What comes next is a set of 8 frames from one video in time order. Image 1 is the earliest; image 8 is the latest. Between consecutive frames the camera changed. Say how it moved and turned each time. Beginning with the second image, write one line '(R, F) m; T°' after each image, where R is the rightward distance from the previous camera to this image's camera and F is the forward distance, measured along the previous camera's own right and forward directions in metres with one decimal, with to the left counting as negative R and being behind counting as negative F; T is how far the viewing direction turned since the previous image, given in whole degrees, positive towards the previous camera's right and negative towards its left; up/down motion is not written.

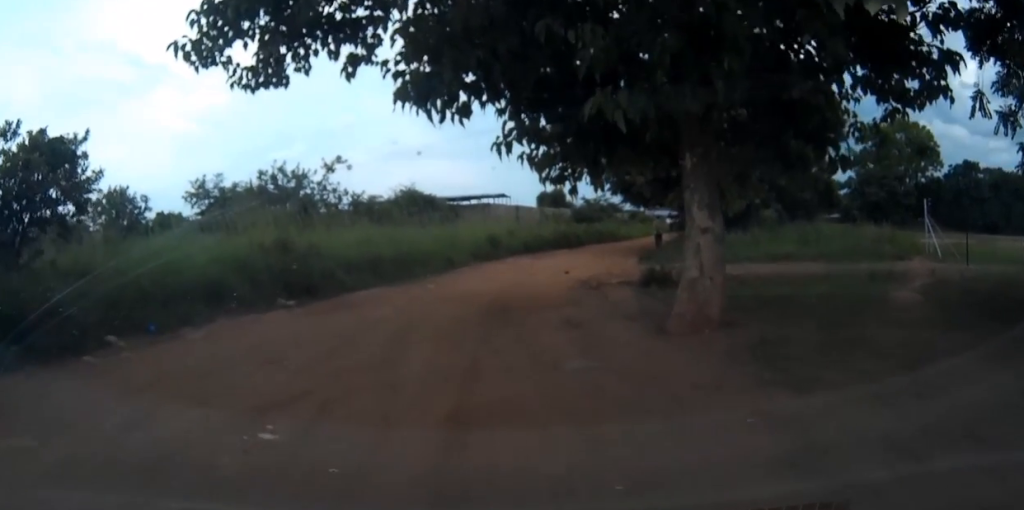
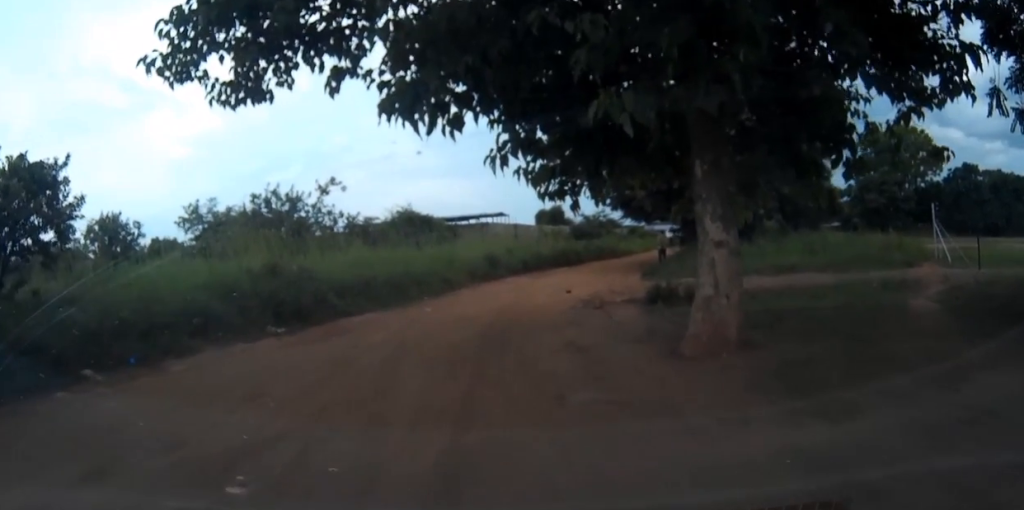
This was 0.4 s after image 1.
(0.0, +0.8) m; 0°
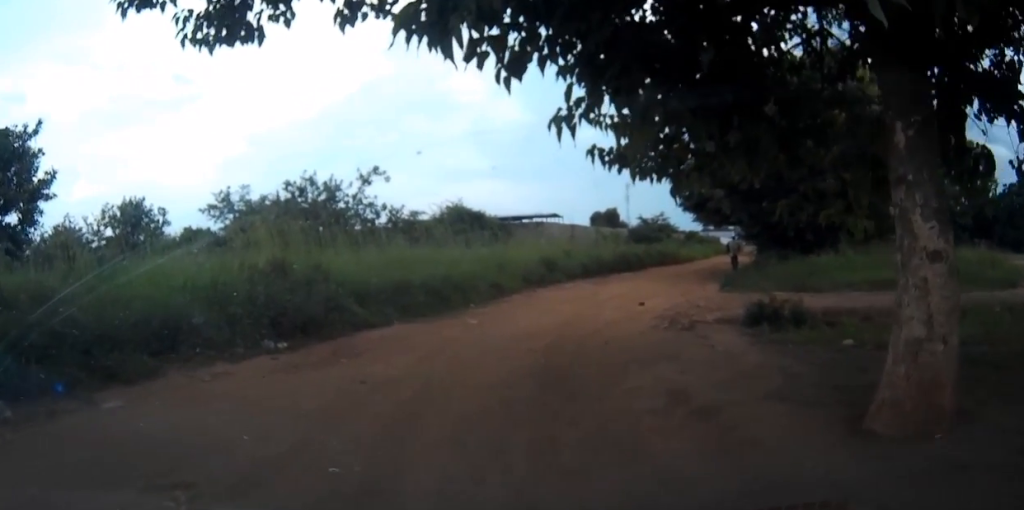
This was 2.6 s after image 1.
(-0.1, +3.5) m; -3°
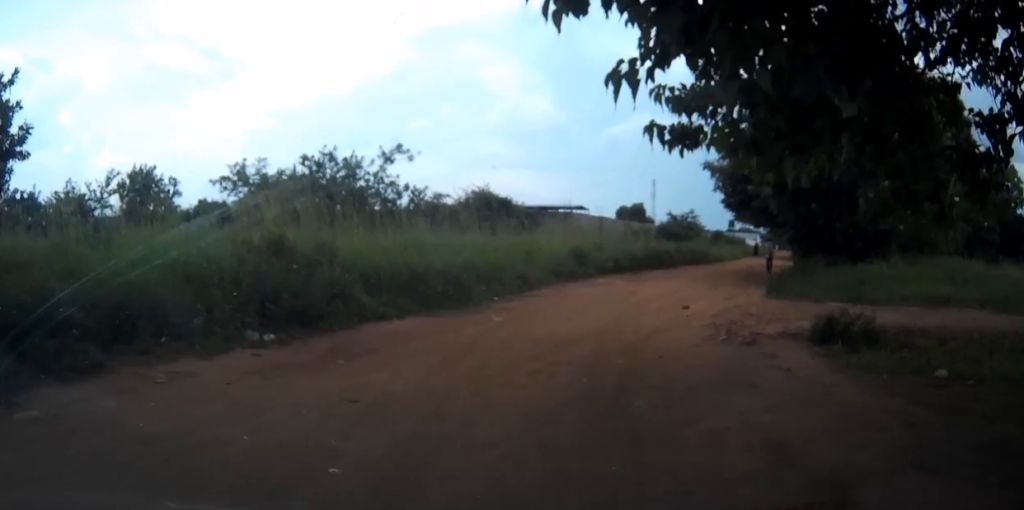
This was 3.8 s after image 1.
(0.0, +1.8) m; +3°
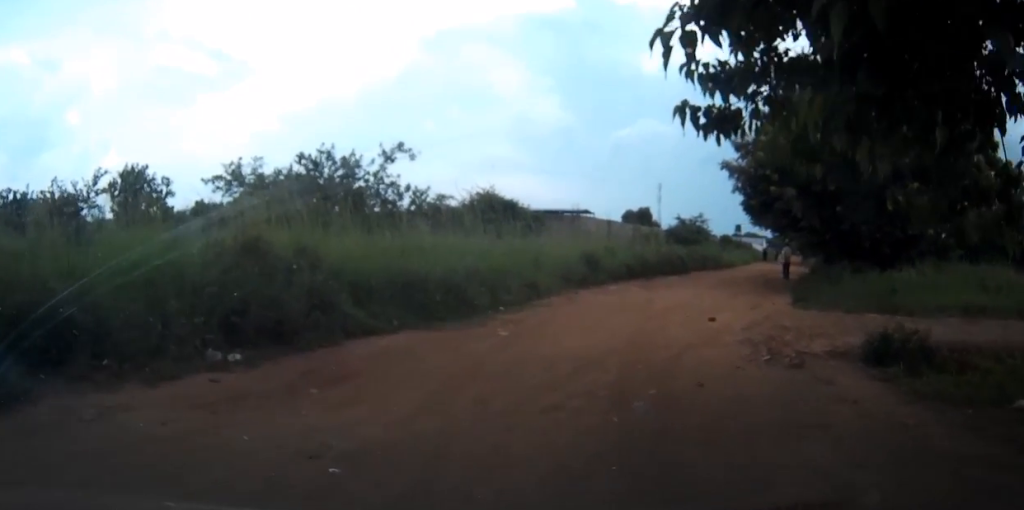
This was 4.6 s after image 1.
(0.0, +1.3) m; -1°
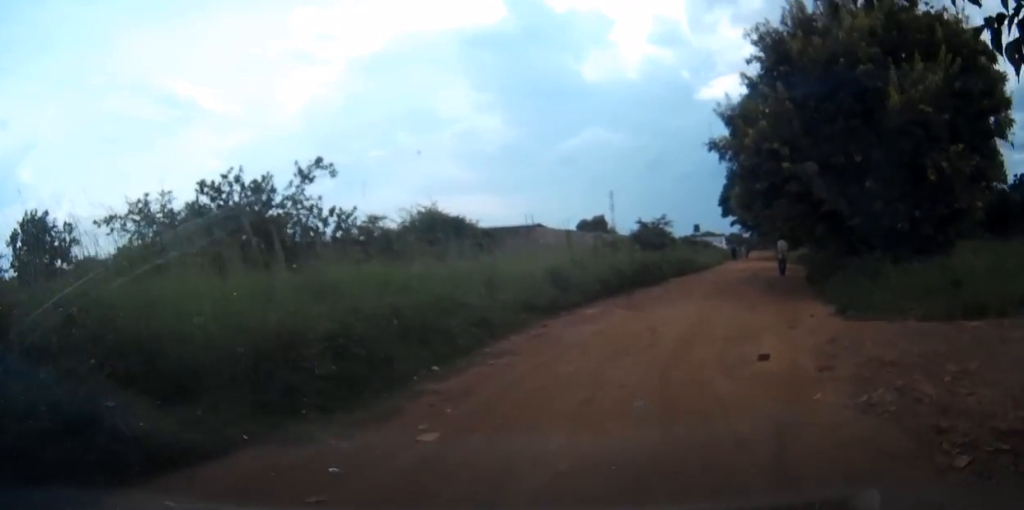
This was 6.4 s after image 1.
(-0.2, +4.7) m; -1°
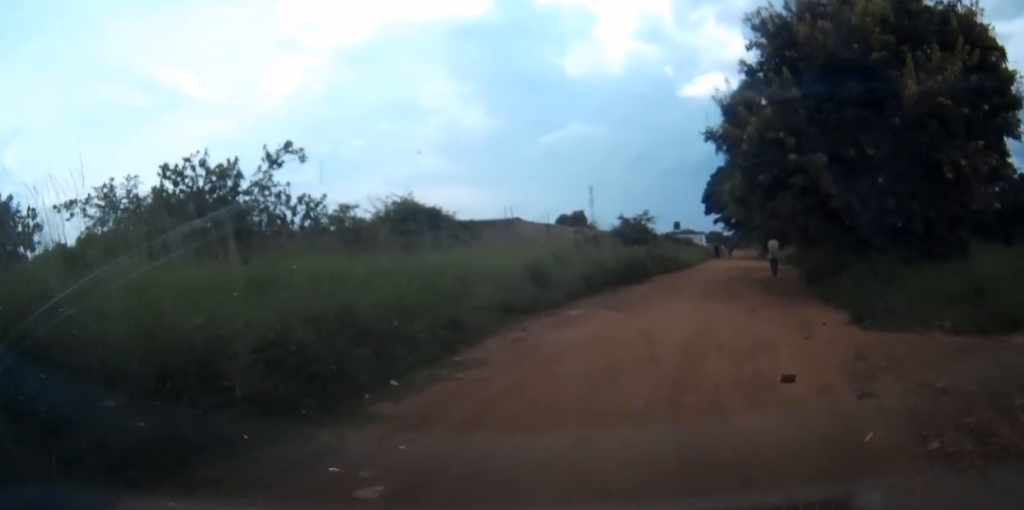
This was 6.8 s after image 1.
(0.0, +1.5) m; +3°
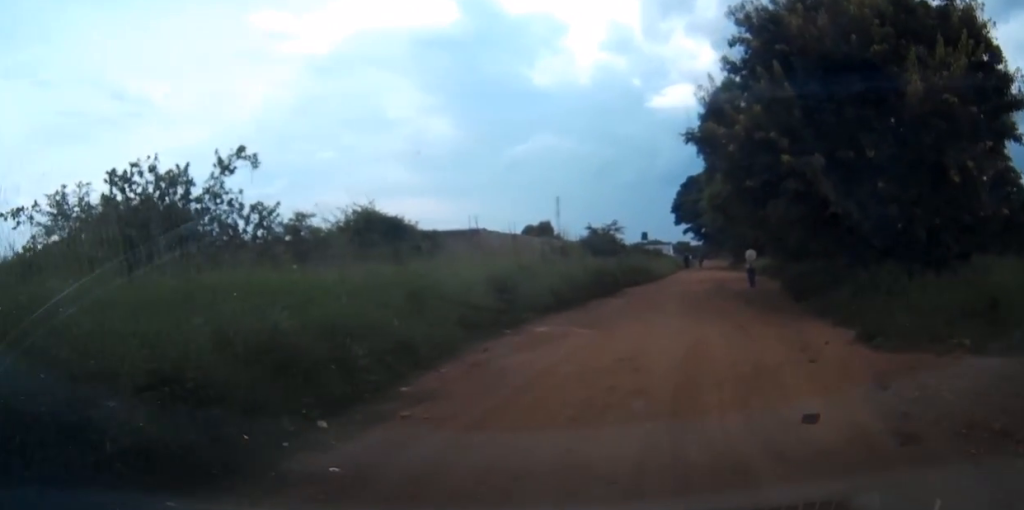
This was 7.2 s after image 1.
(0.0, +1.4) m; +2°
